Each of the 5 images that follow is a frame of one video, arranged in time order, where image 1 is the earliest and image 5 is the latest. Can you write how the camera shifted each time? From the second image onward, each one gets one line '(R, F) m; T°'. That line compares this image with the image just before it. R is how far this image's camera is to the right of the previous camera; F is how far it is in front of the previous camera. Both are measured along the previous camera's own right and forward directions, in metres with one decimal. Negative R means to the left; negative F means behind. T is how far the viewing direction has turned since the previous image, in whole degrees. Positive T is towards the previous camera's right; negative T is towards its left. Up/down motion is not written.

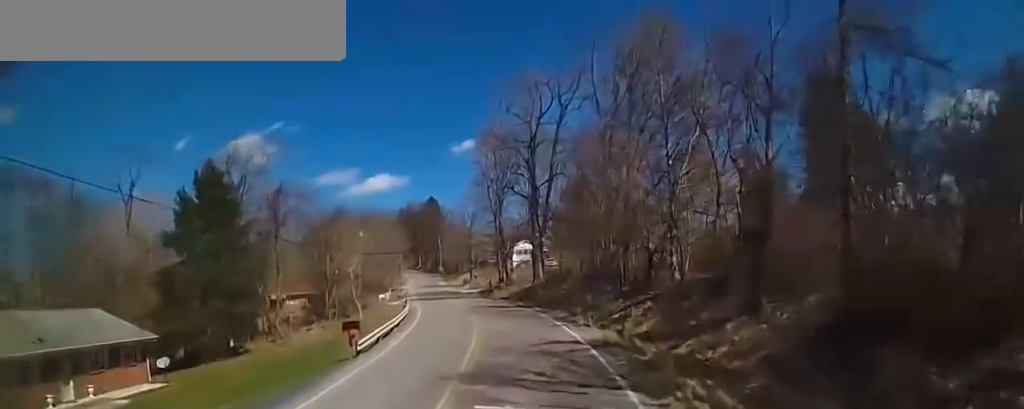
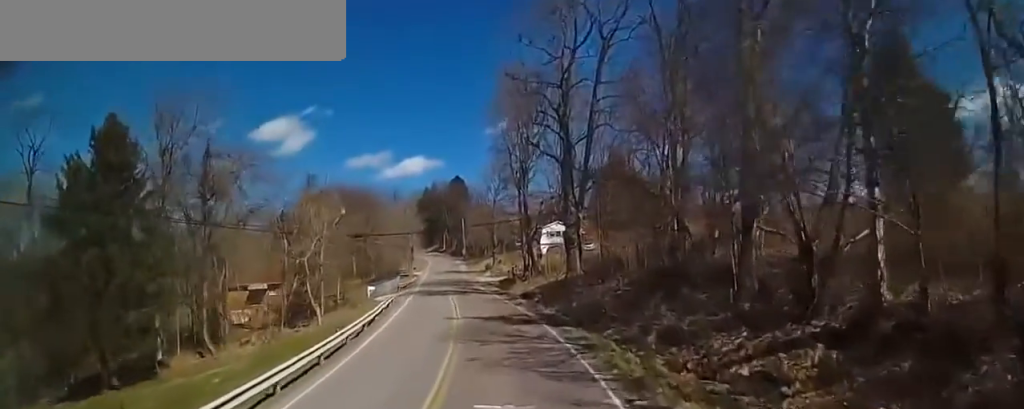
(-1.6, +14.5) m; -7°
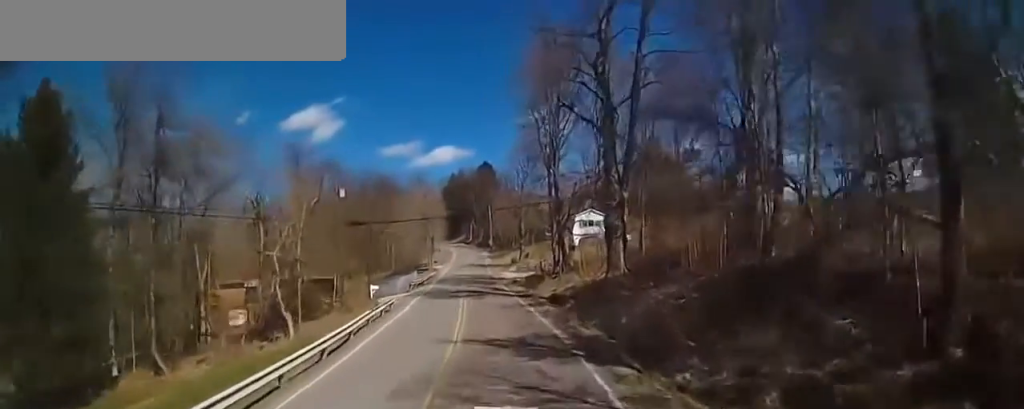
(0.0, +7.3) m; -2°
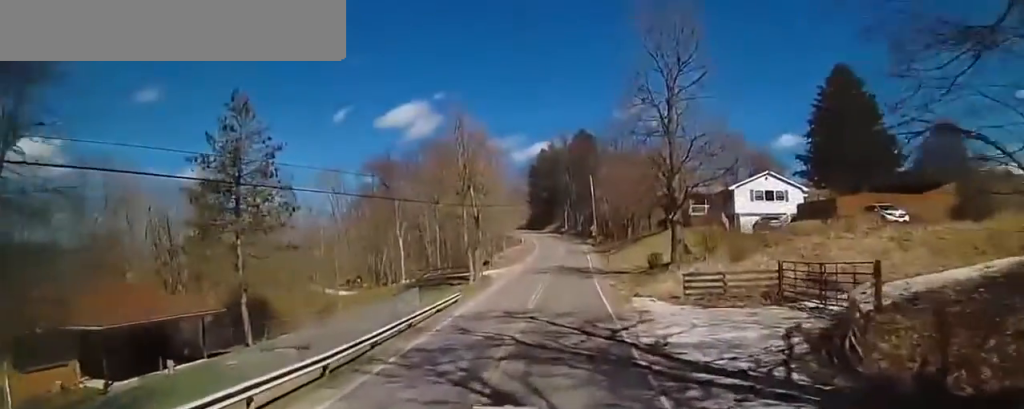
(-15.2, +40.6) m; -17°
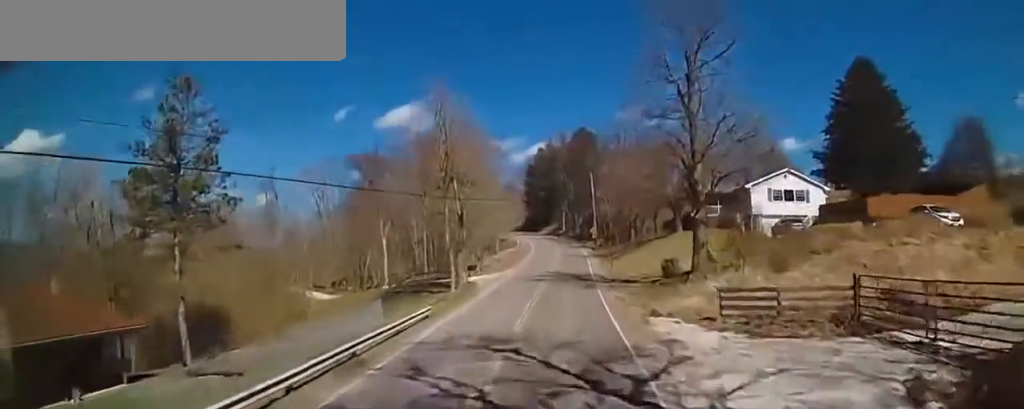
(-0.2, +5.8) m; +7°
